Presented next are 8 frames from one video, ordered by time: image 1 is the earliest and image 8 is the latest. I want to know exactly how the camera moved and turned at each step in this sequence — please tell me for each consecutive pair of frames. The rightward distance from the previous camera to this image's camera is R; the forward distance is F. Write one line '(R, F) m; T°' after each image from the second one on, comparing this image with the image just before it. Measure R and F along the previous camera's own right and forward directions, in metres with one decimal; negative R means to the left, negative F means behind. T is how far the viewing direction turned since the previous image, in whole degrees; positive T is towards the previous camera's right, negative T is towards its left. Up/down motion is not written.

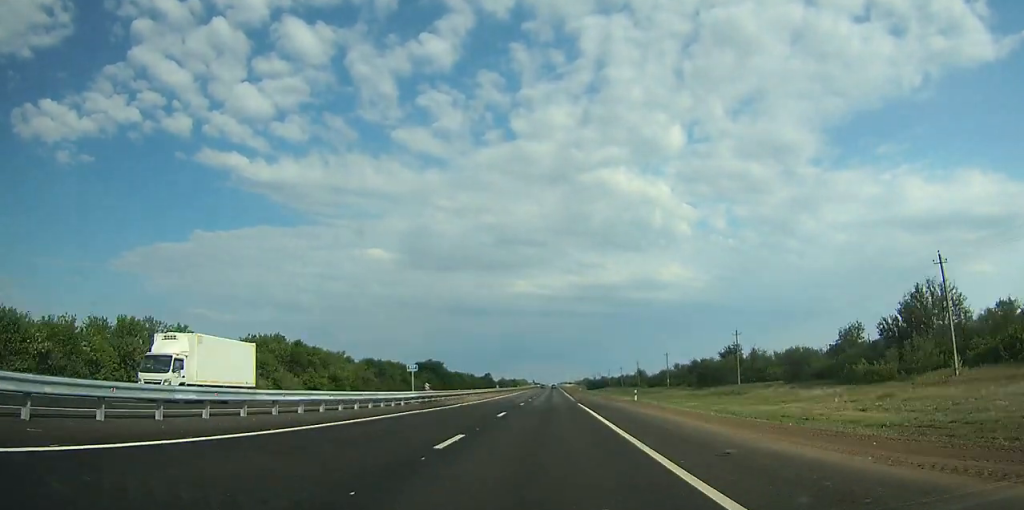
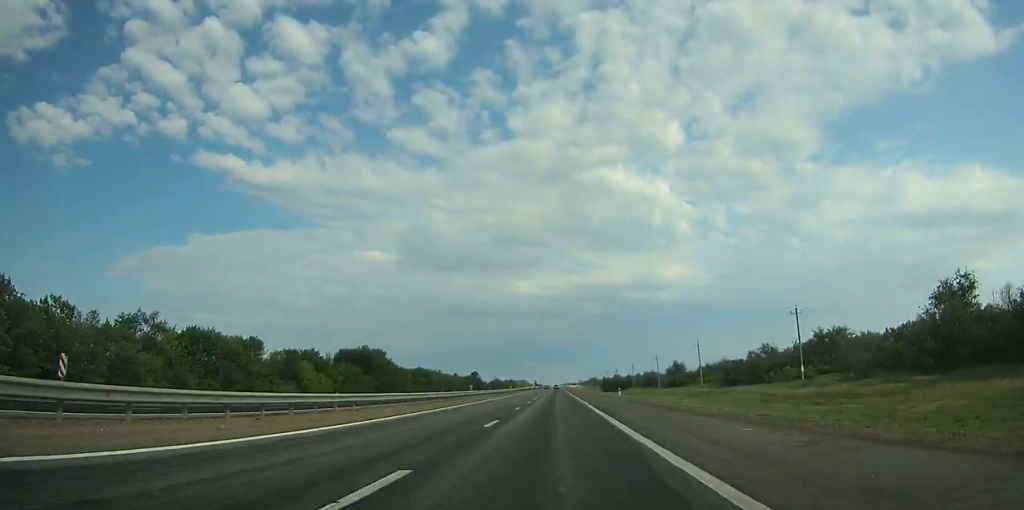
(0.0, +83.3) m; 0°
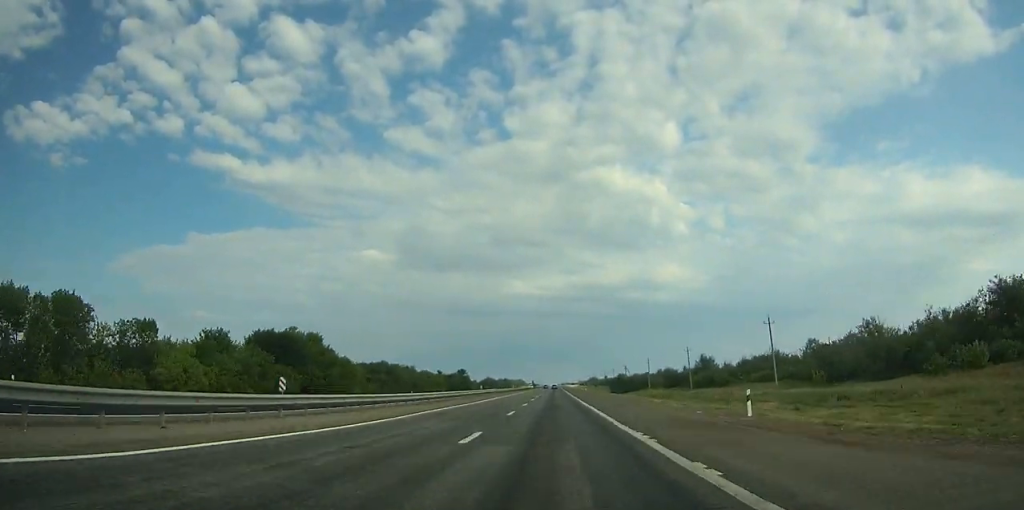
(0.0, +41.4) m; 0°
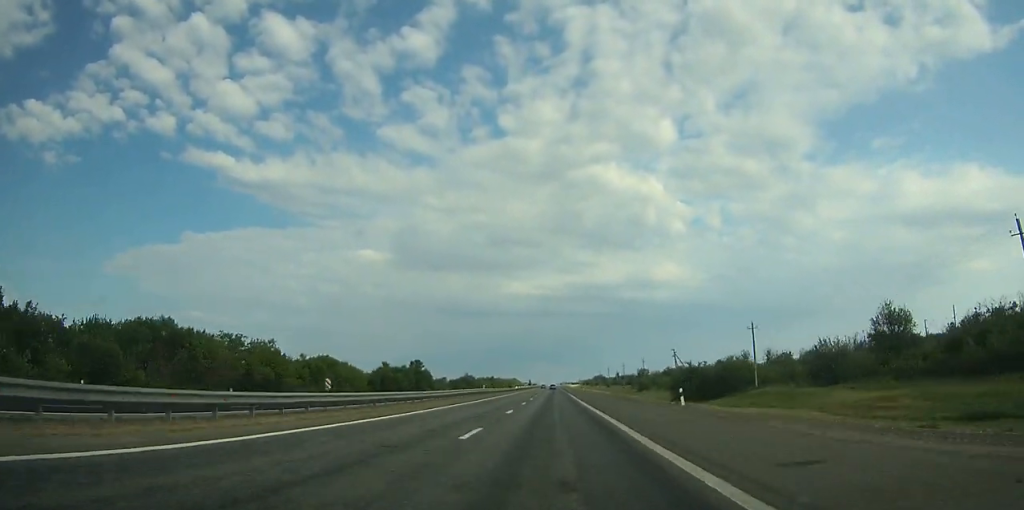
(0.0, +95.9) m; 0°
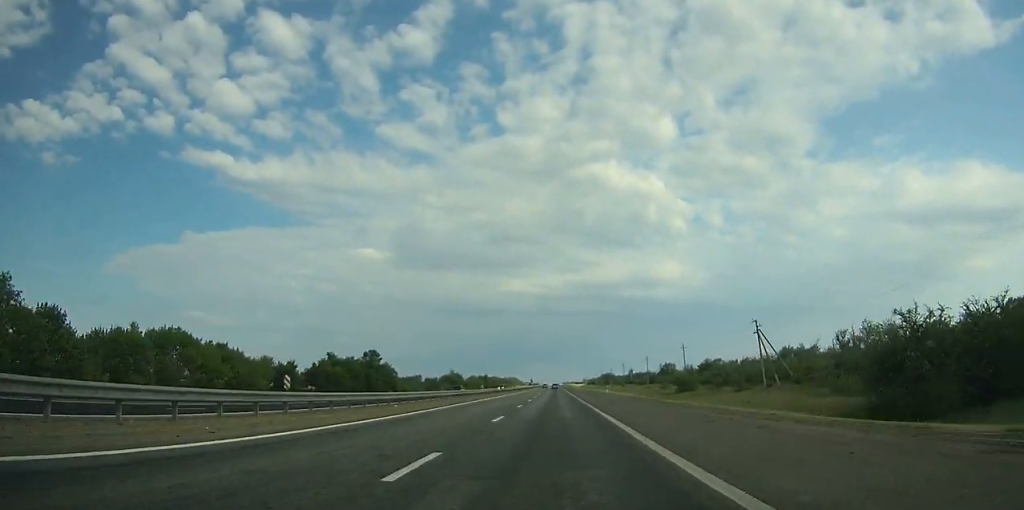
(0.0, +53.8) m; 0°
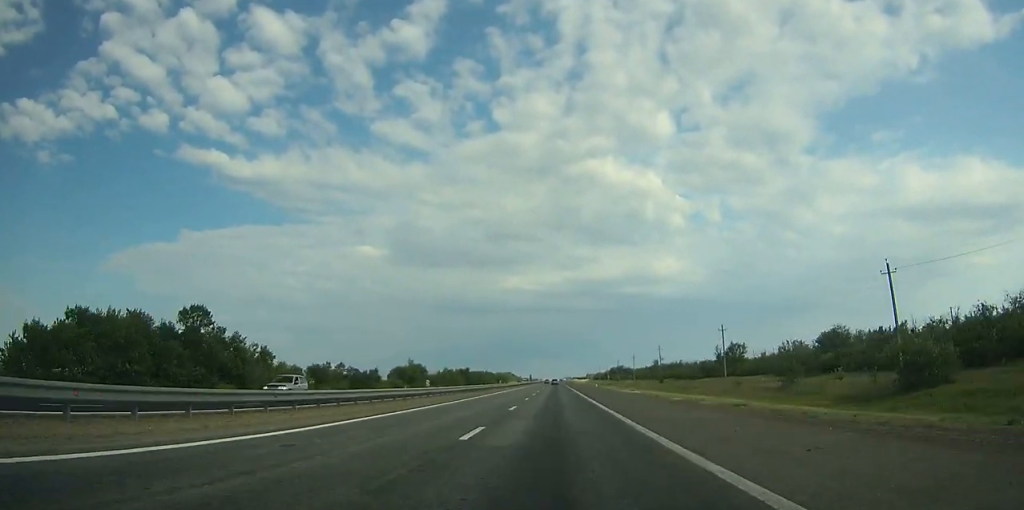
(0.0, +77.9) m; 0°
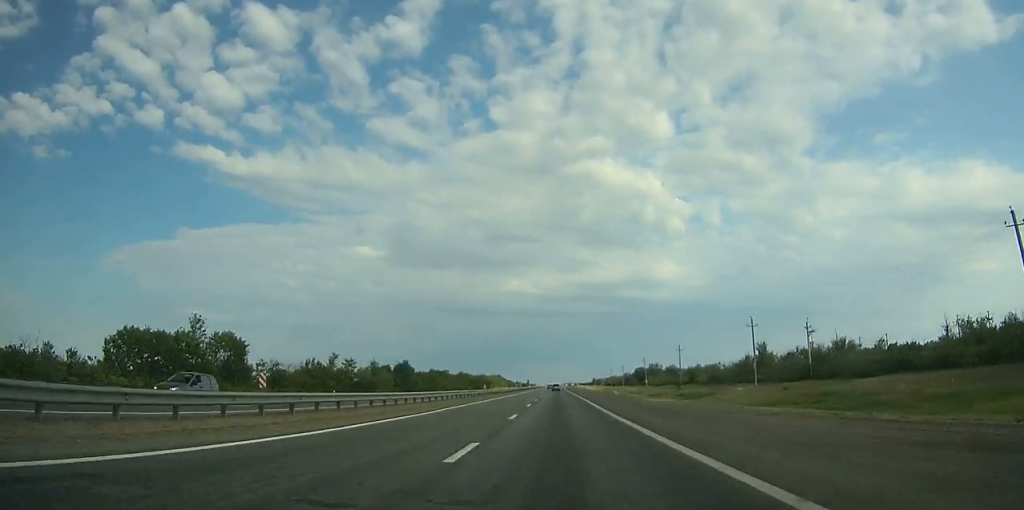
(-0.1, +122.8) m; 0°
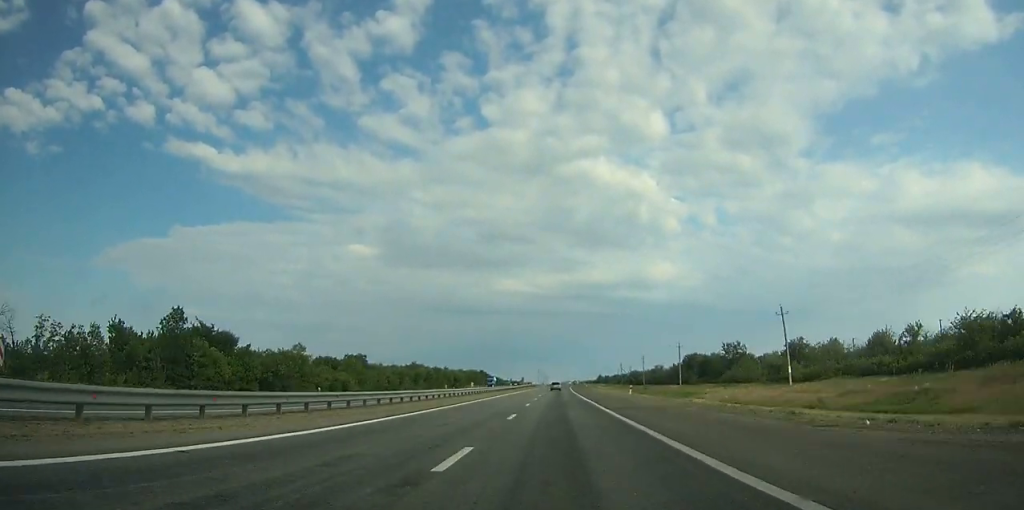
(+0.1, +112.0) m; 0°
